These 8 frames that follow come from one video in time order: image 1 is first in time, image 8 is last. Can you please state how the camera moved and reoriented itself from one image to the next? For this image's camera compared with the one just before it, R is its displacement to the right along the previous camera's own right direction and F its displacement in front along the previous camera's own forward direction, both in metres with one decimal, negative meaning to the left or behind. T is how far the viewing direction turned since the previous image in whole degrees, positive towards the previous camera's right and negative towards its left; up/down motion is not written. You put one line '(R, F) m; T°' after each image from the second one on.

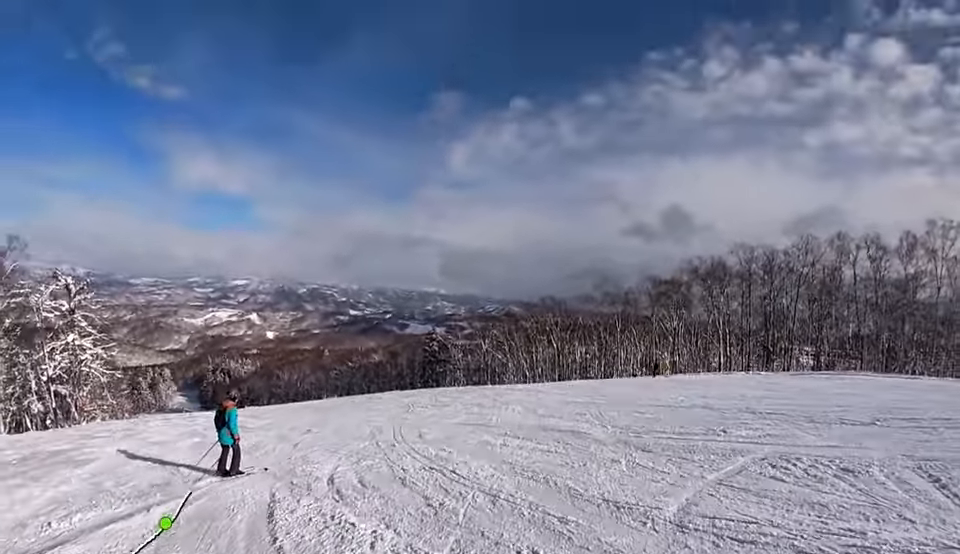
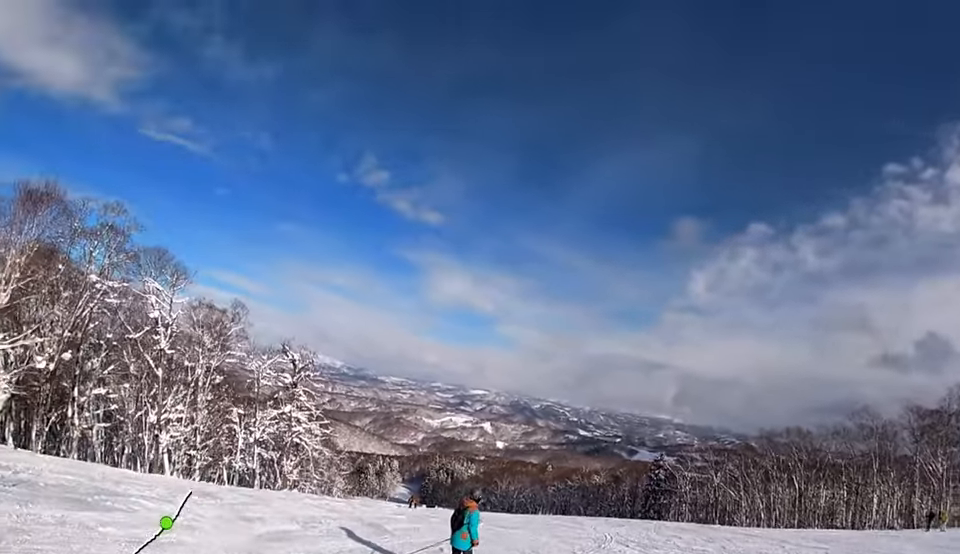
(-0.3, +5.2) m; -4°
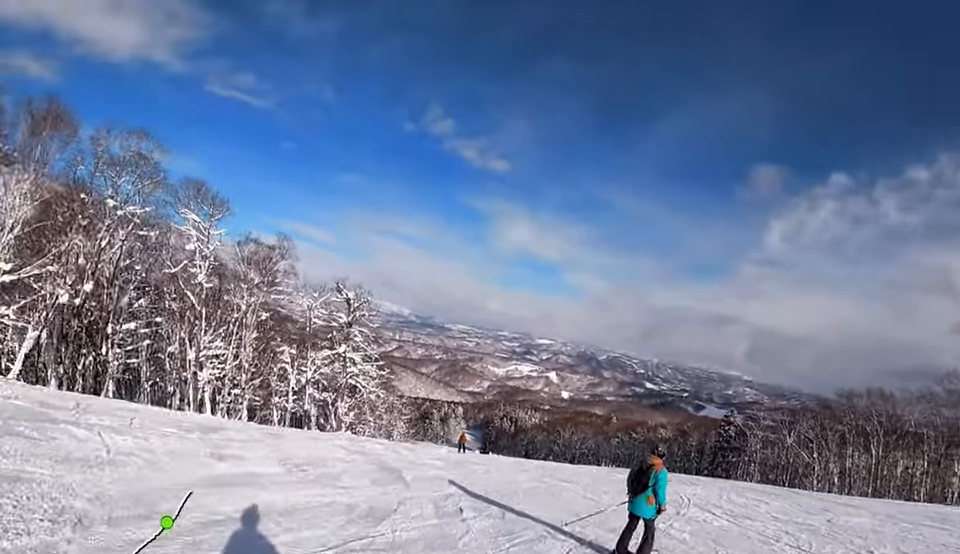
(-0.1, +3.4) m; -1°
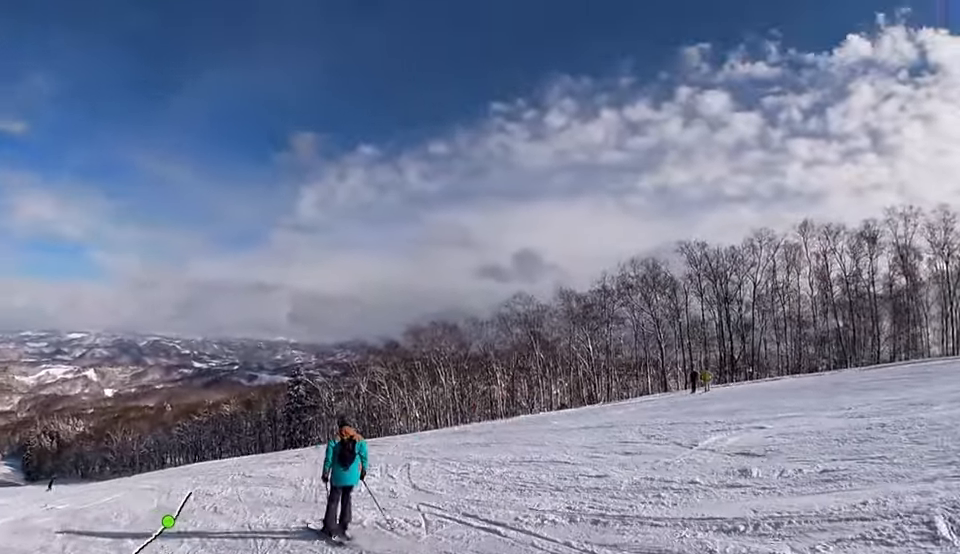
(+2.0, +11.7) m; +15°
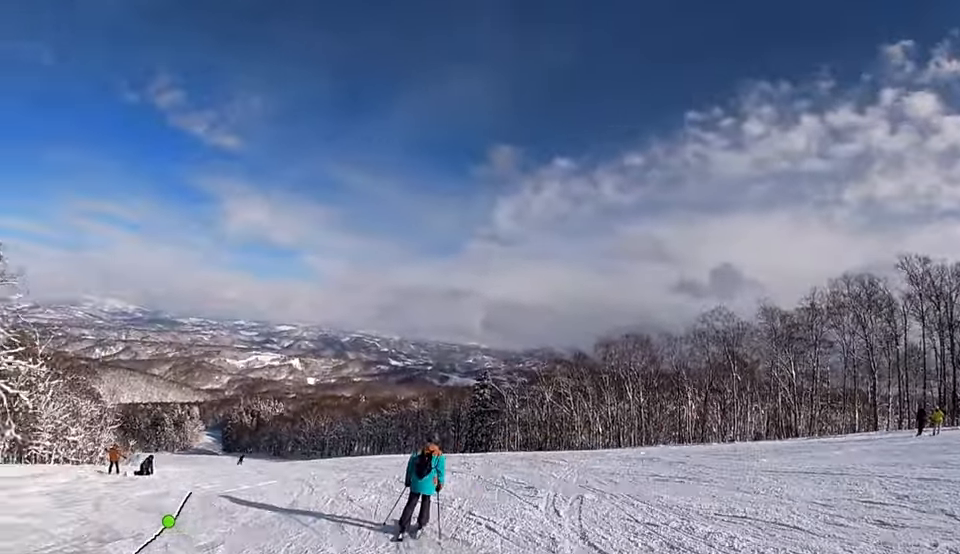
(-0.2, +2.6) m; 0°
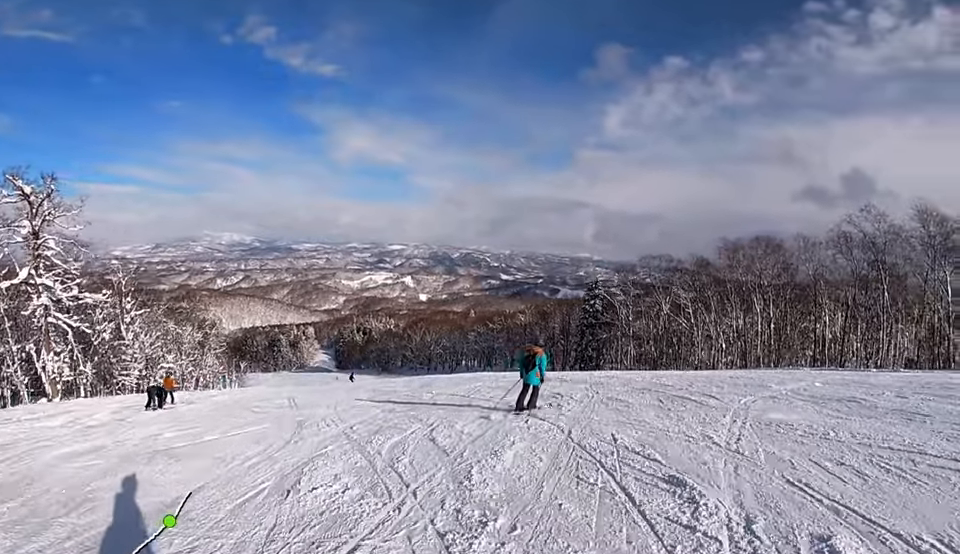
(+0.1, +6.7) m; 0°
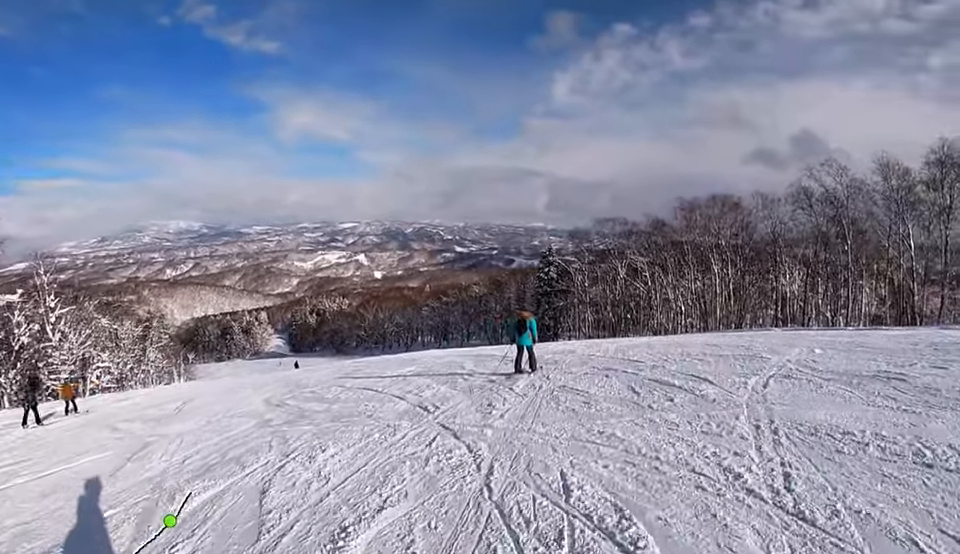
(-0.3, +3.5) m; -7°
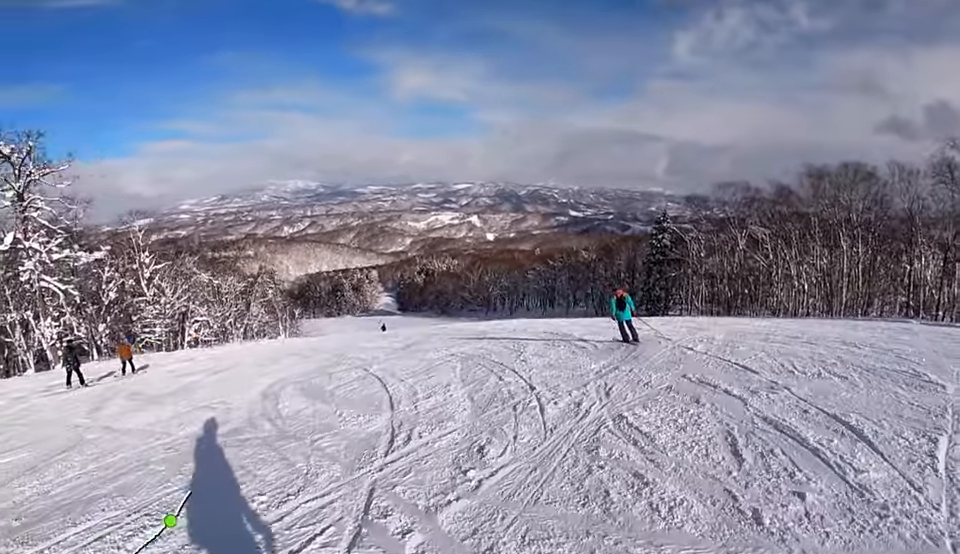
(-0.5, +3.8) m; -10°
